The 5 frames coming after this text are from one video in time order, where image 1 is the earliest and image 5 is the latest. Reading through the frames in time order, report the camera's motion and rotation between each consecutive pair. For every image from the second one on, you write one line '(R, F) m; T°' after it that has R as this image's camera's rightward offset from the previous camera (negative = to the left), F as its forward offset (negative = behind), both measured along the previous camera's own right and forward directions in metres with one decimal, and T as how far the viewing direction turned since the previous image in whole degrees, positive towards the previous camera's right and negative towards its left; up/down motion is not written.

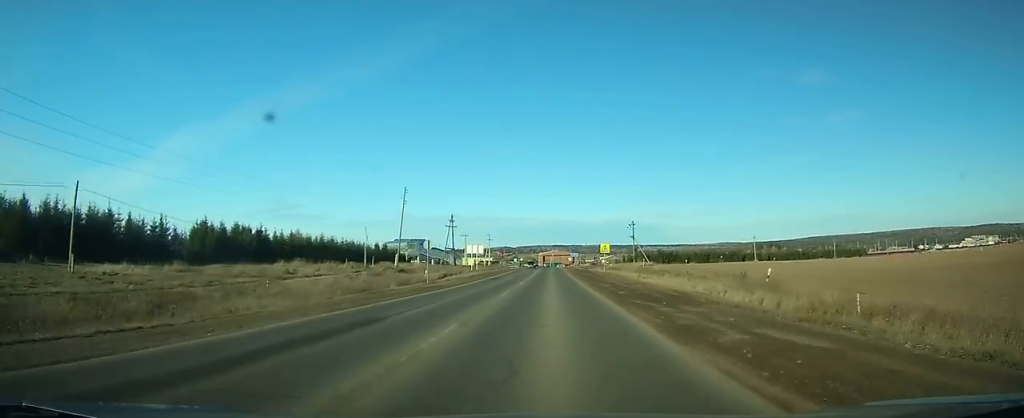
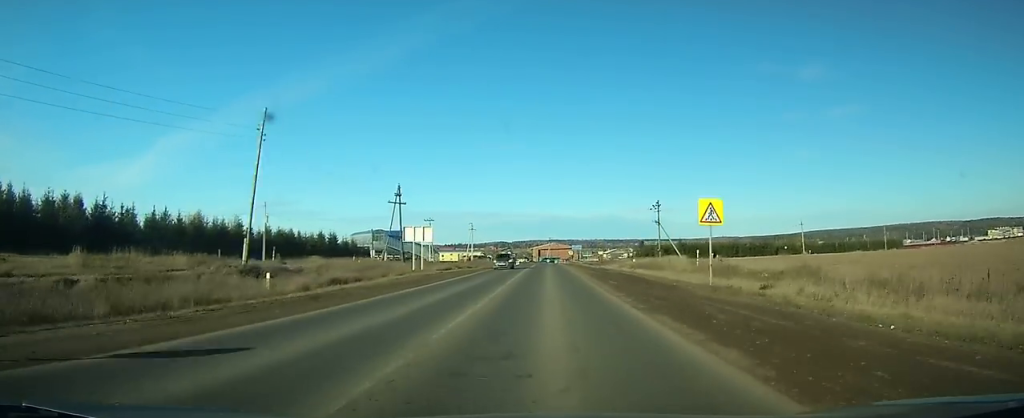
(0.0, +41.3) m; 0°
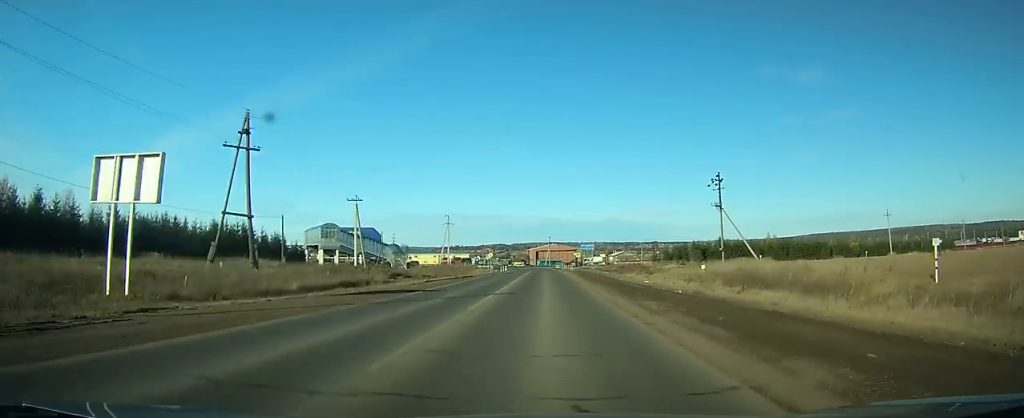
(+0.1, +43.4) m; 0°
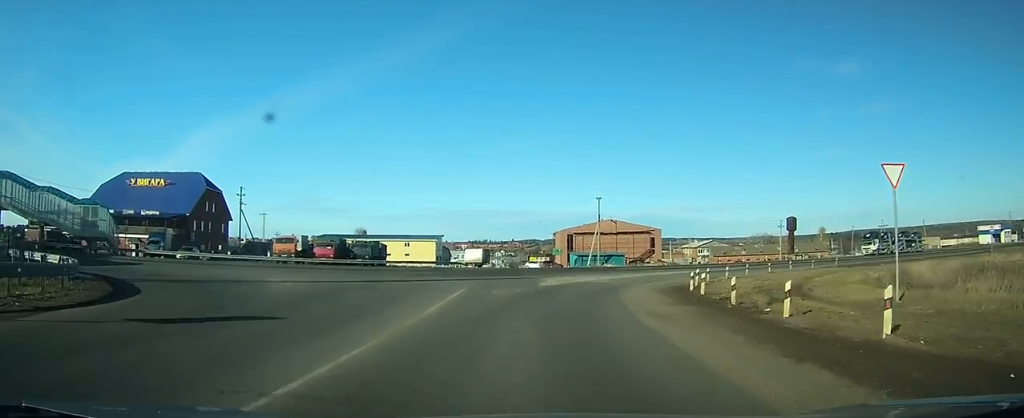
(-0.3, +138.1) m; -1°
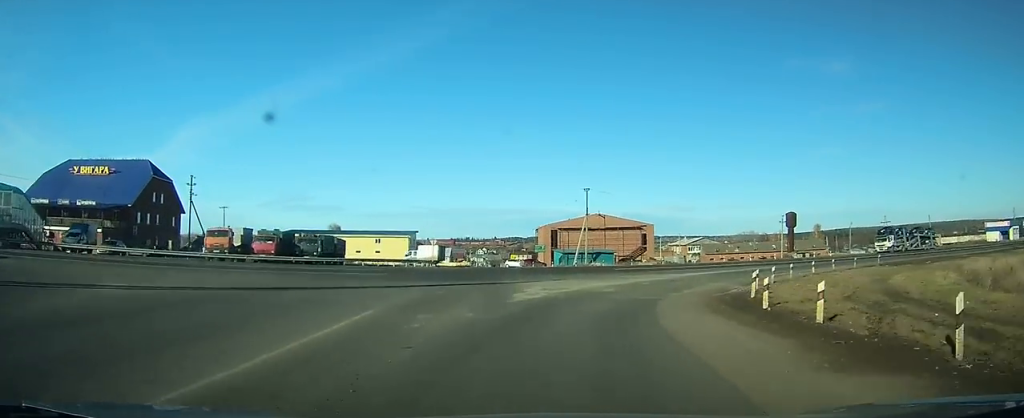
(0.0, +12.9) m; 0°
